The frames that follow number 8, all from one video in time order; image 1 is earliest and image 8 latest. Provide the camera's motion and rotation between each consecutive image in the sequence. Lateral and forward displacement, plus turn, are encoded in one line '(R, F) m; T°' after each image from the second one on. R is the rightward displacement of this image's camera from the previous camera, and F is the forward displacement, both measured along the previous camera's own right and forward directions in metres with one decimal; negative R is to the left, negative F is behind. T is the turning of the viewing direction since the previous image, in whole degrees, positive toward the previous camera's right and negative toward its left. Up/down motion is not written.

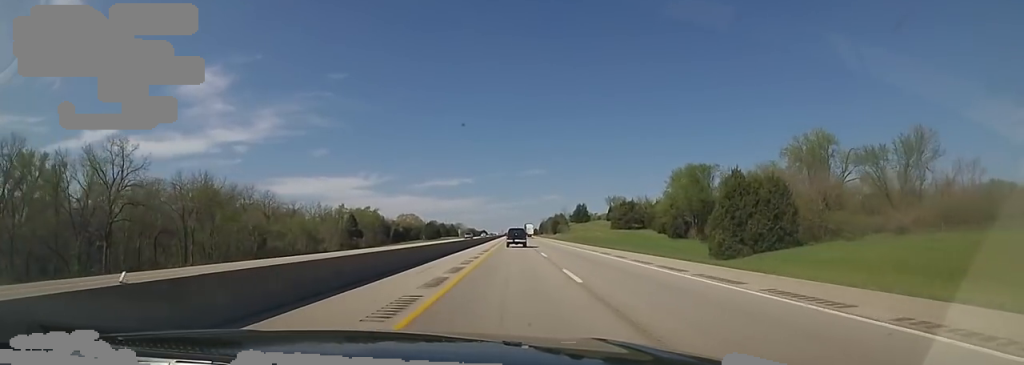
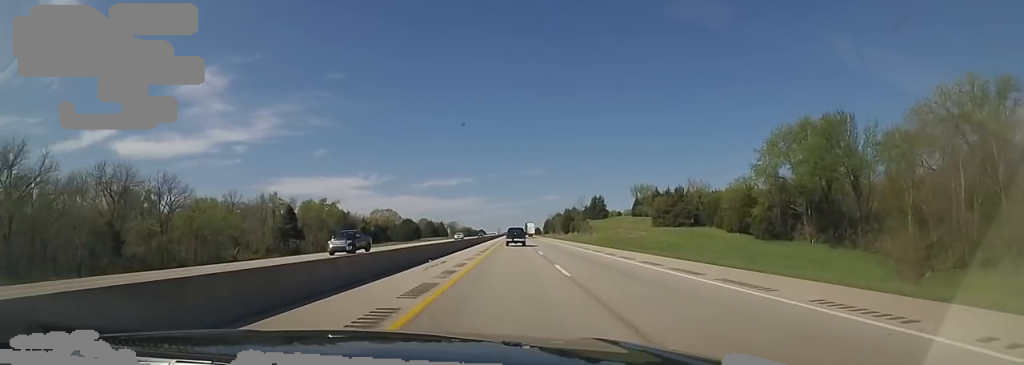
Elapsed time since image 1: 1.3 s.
(+1.4, +43.2) m; 0°
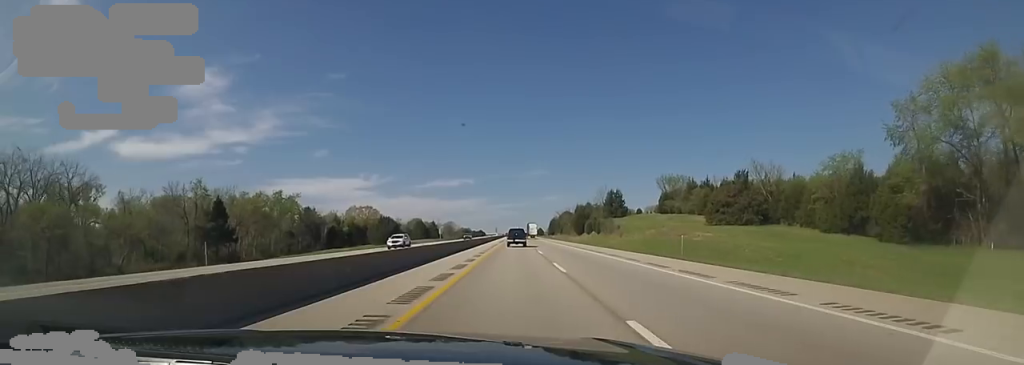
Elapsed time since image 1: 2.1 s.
(-1.6, +28.4) m; 0°
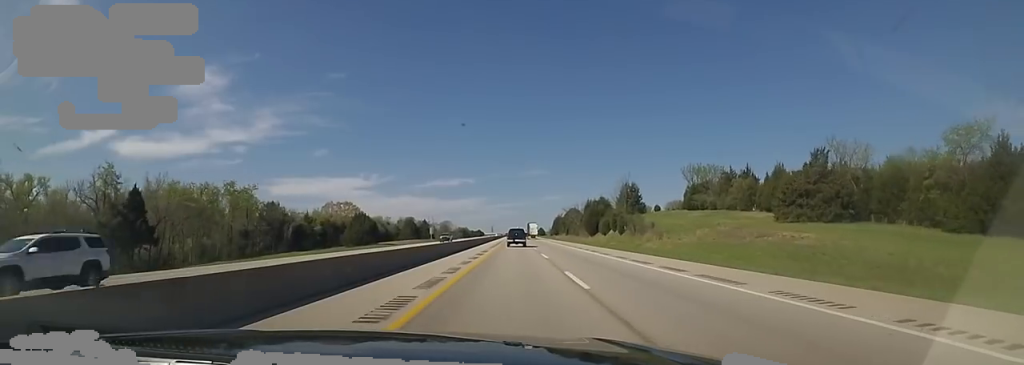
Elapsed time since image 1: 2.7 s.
(+0.8, +20.5) m; 0°
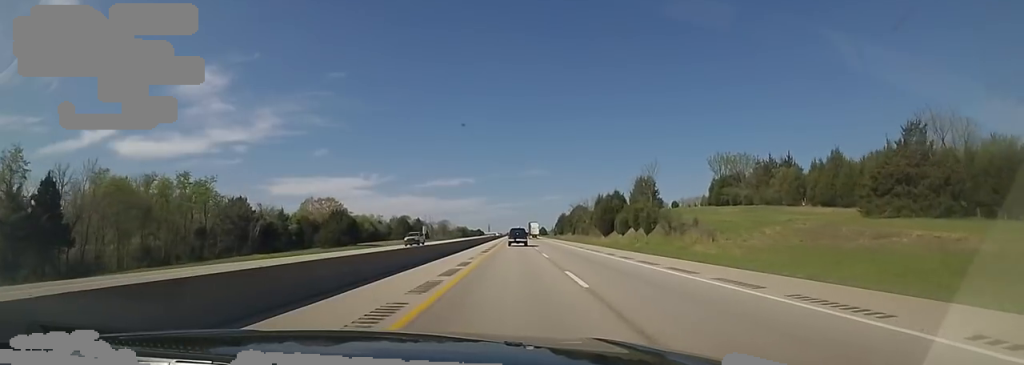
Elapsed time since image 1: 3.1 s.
(+0.9, +14.8) m; 0°
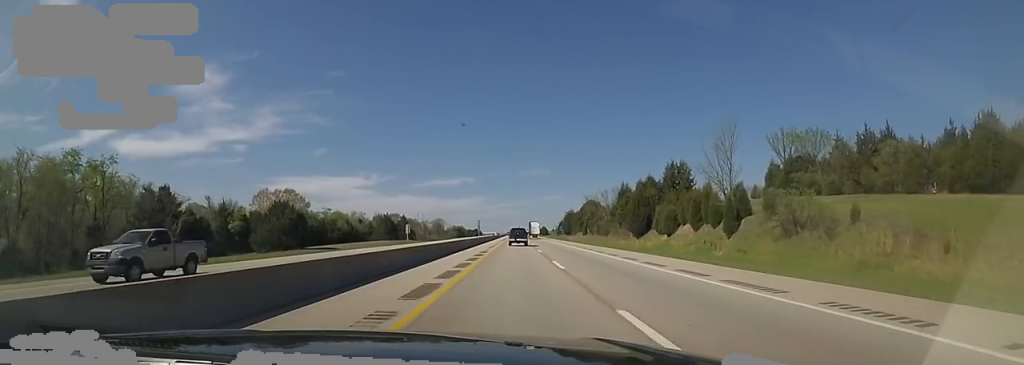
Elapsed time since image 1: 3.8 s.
(-1.1, +23.8) m; 0°
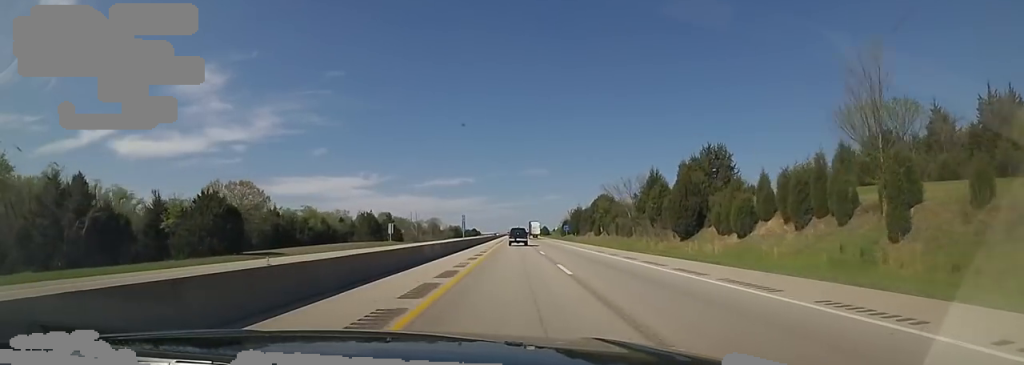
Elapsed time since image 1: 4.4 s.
(-0.4, +18.1) m; 0°
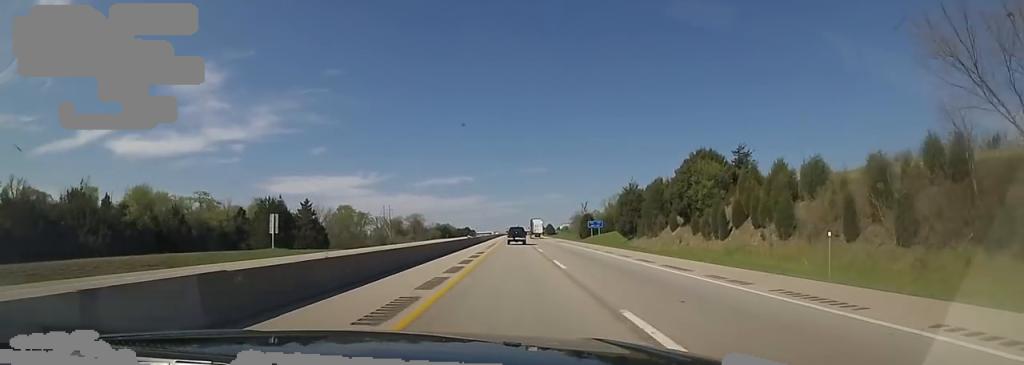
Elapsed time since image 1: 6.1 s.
(0.0, +57.6) m; -1°
